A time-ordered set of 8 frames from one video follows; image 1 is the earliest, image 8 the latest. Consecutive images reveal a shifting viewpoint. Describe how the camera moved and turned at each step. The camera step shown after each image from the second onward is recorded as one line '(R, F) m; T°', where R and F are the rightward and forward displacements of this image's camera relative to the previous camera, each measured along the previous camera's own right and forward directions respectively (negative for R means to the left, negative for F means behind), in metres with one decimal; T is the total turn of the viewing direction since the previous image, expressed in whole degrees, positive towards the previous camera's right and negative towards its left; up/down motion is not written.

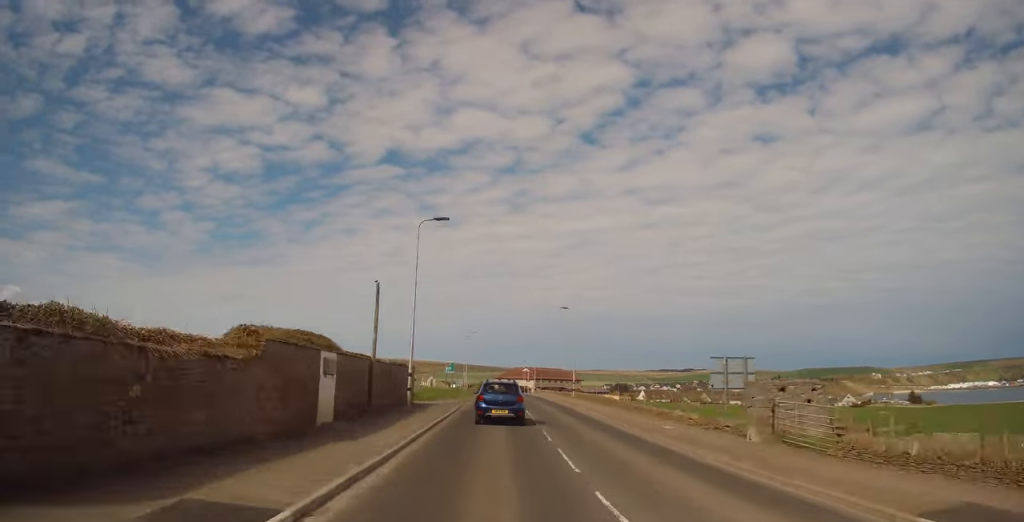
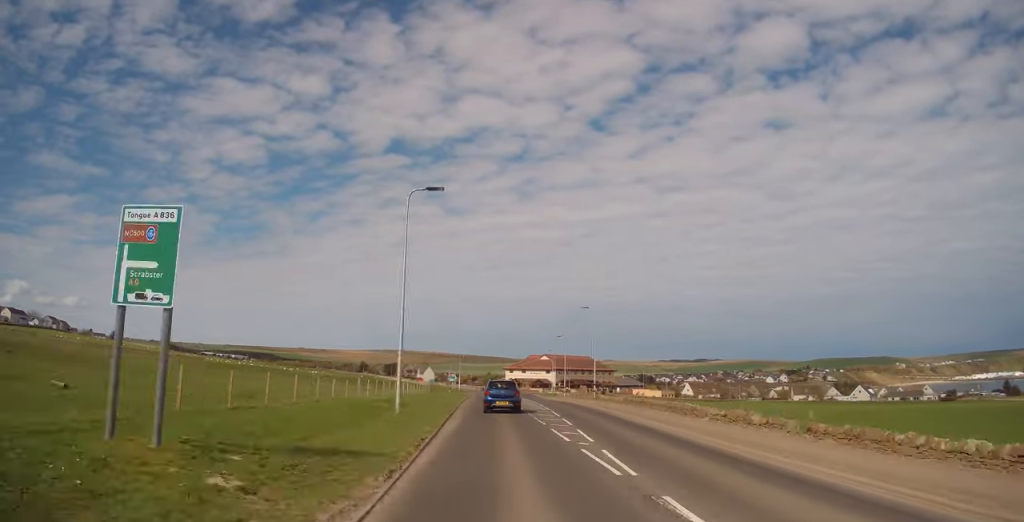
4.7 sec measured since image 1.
(-0.7, +63.9) m; -1°
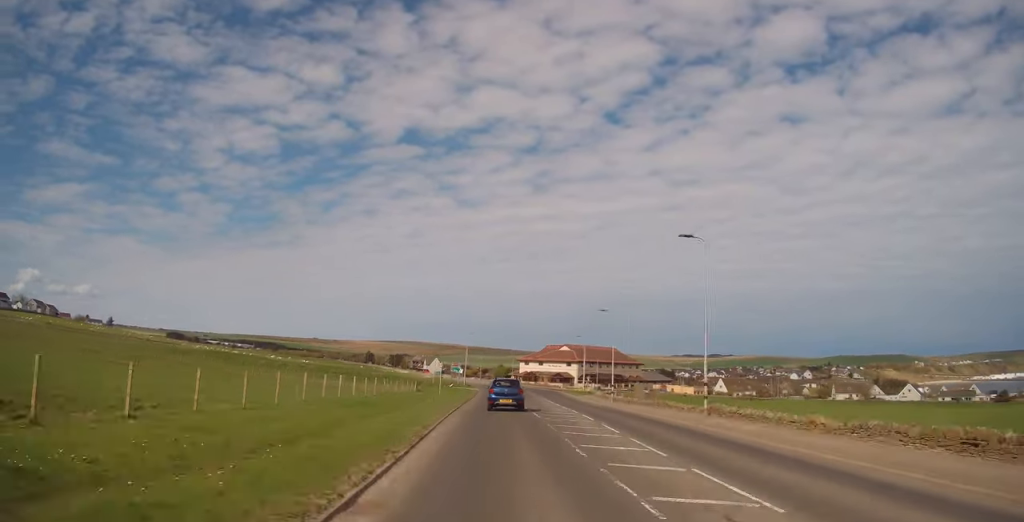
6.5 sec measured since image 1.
(+0.1, +27.1) m; 0°
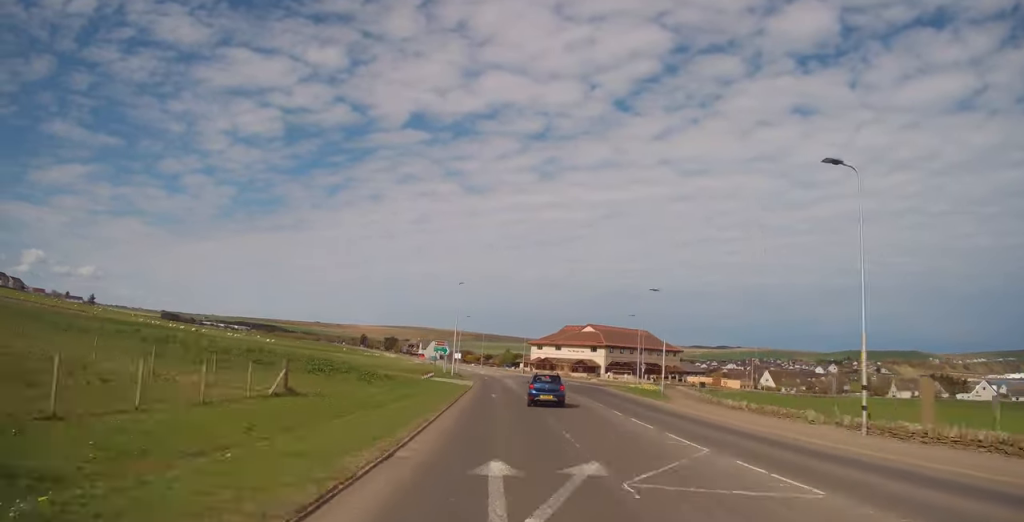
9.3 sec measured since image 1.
(-0.4, +42.9) m; -2°
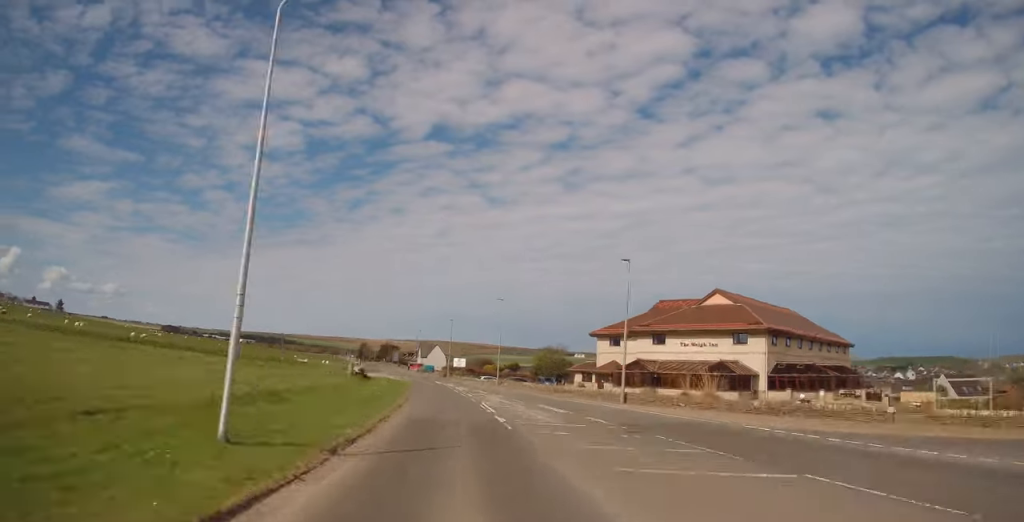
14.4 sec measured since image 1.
(-2.3, +79.8) m; -7°
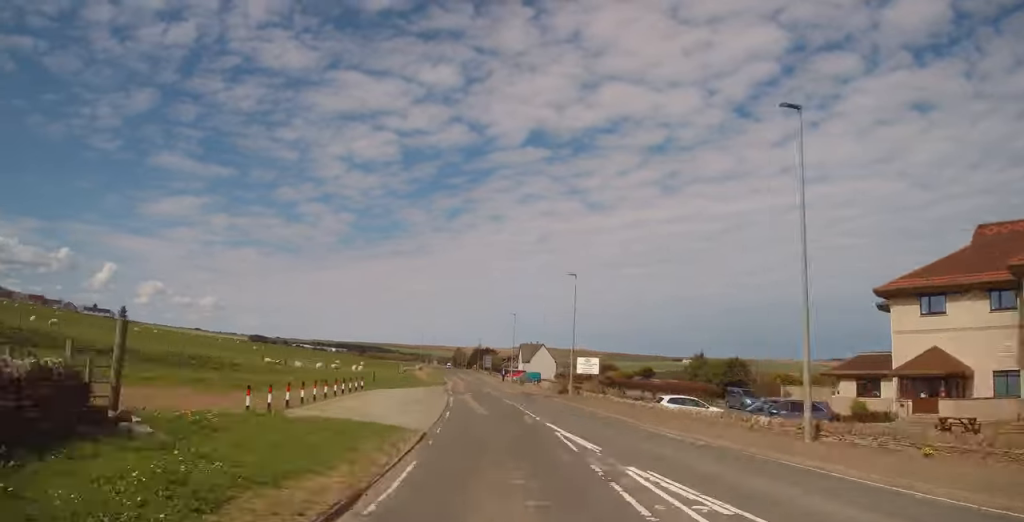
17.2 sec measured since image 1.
(-3.2, +44.4) m; -5°
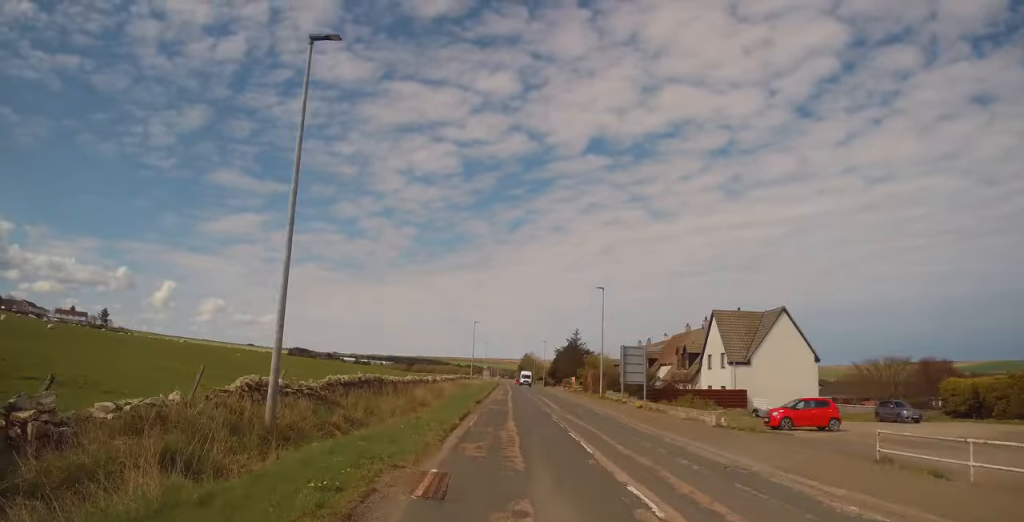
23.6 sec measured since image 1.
(-6.2, +98.9) m; -5°
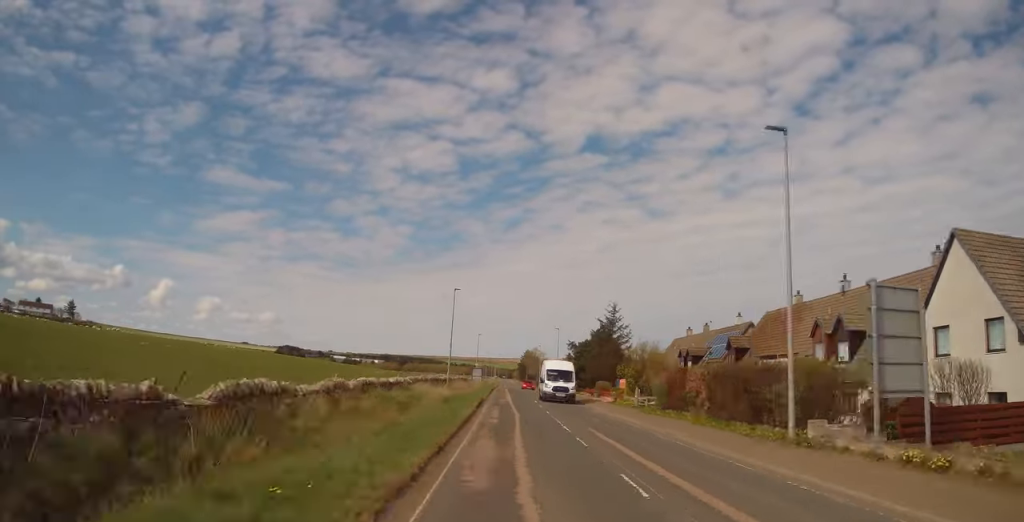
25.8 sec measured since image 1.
(-0.2, +31.6) m; 0°
